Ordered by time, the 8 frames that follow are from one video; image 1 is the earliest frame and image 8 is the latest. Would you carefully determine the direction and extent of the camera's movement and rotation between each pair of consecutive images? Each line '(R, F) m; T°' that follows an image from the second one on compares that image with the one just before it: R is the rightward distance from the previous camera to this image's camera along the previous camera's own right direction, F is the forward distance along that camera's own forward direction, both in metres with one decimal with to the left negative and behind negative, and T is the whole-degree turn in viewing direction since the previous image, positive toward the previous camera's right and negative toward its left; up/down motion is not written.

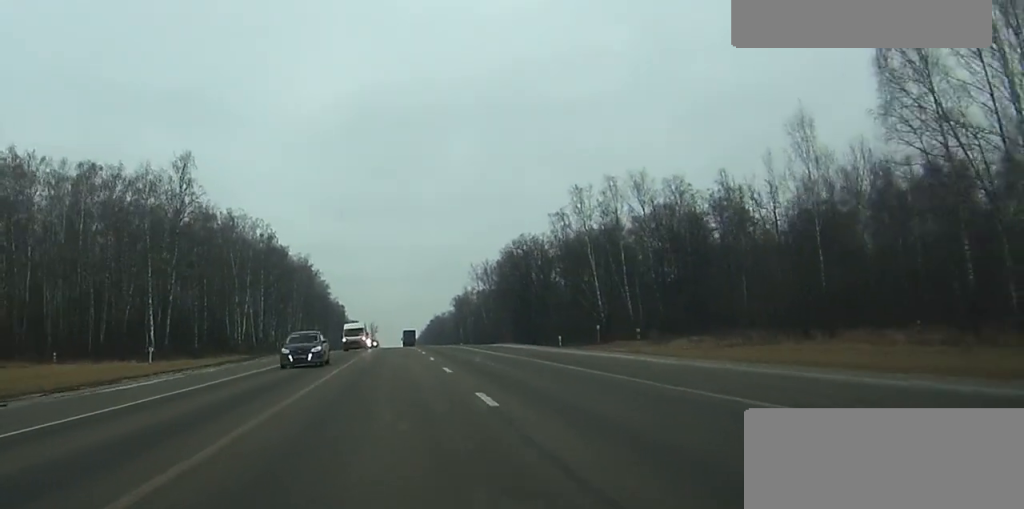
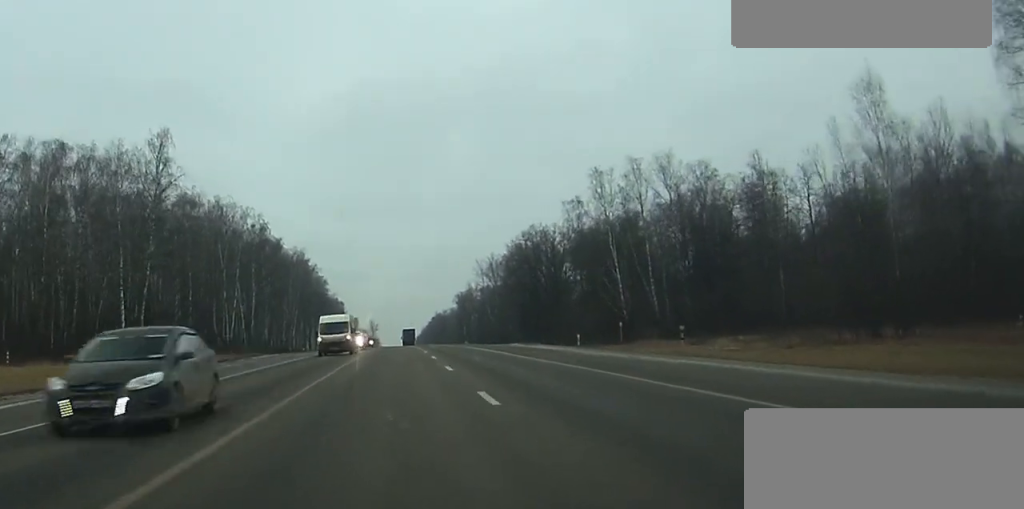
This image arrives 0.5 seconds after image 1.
(0.0, +12.2) m; 0°
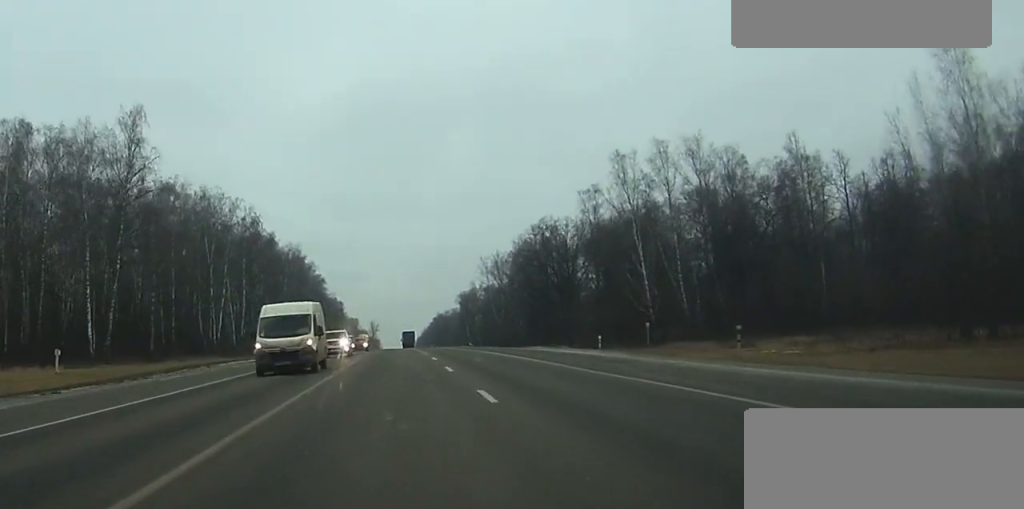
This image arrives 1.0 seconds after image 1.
(0.0, +11.4) m; 0°
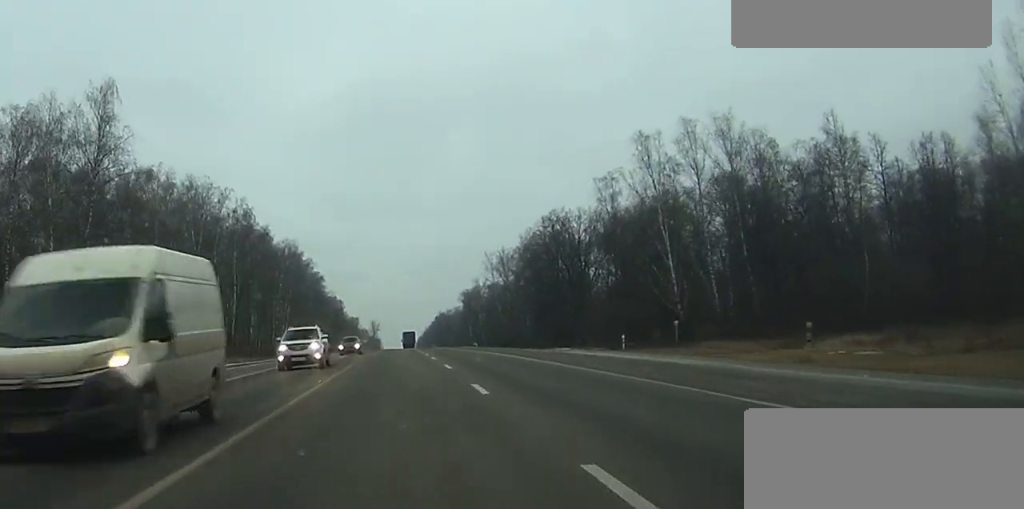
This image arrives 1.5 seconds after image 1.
(0.0, +9.9) m; 0°
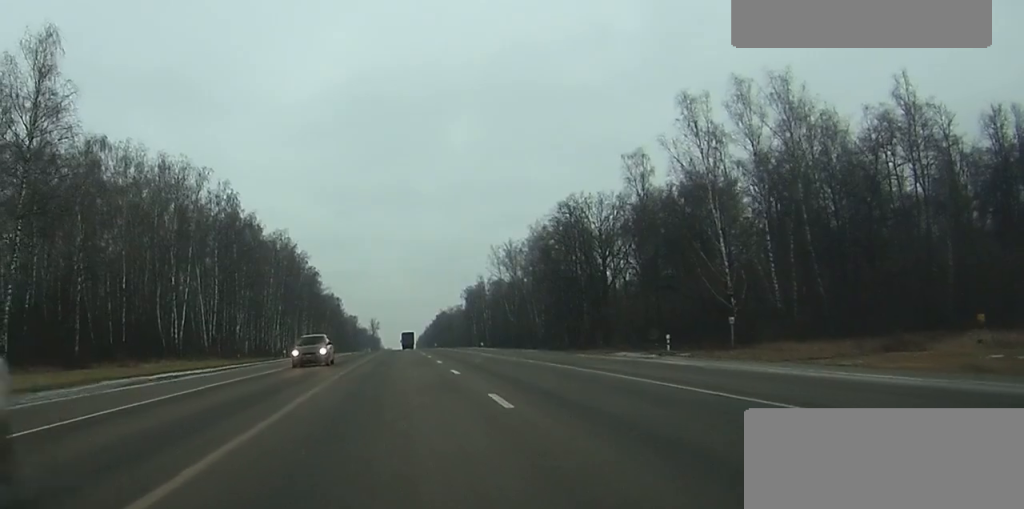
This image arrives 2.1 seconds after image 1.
(0.0, +15.2) m; 0°
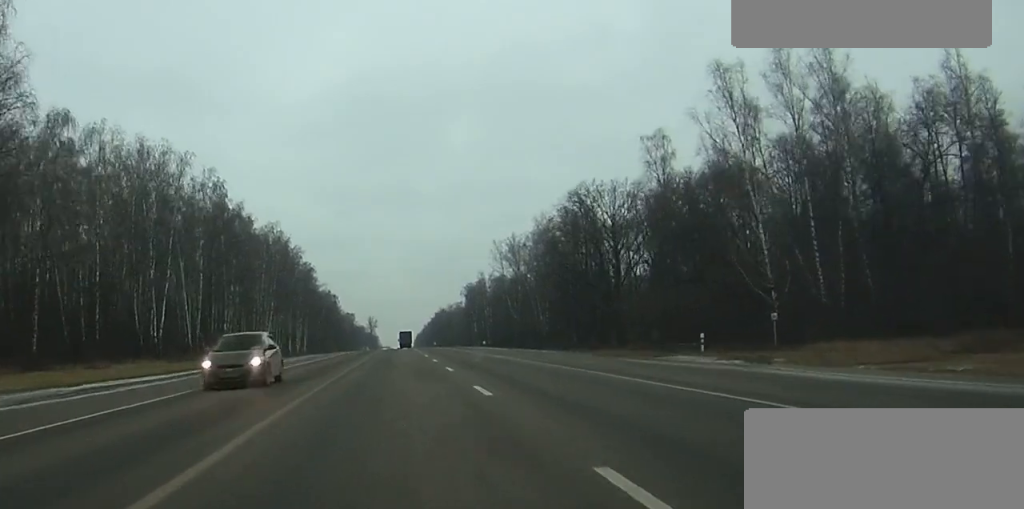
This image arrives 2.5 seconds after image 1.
(0.0, +9.1) m; 0°
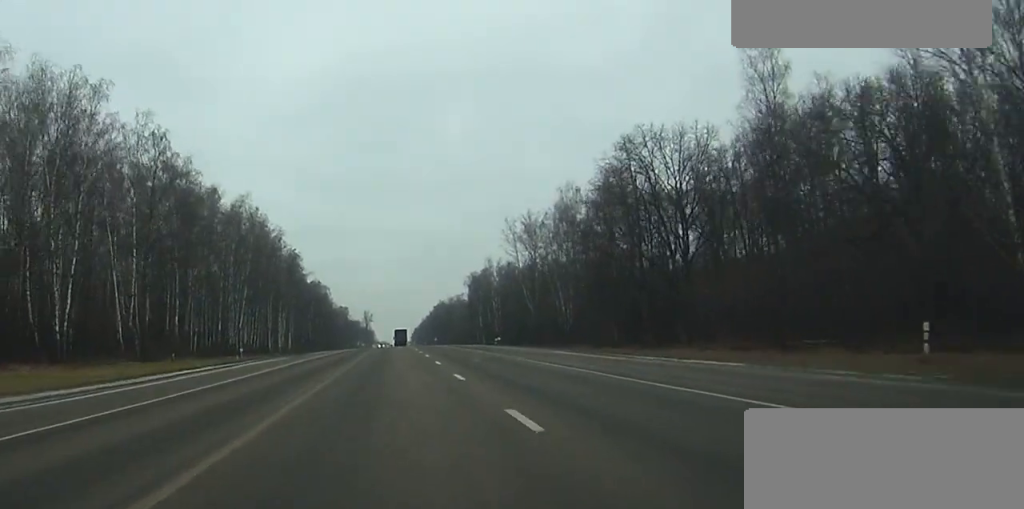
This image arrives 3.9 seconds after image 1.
(+0.1, +30.4) m; 0°
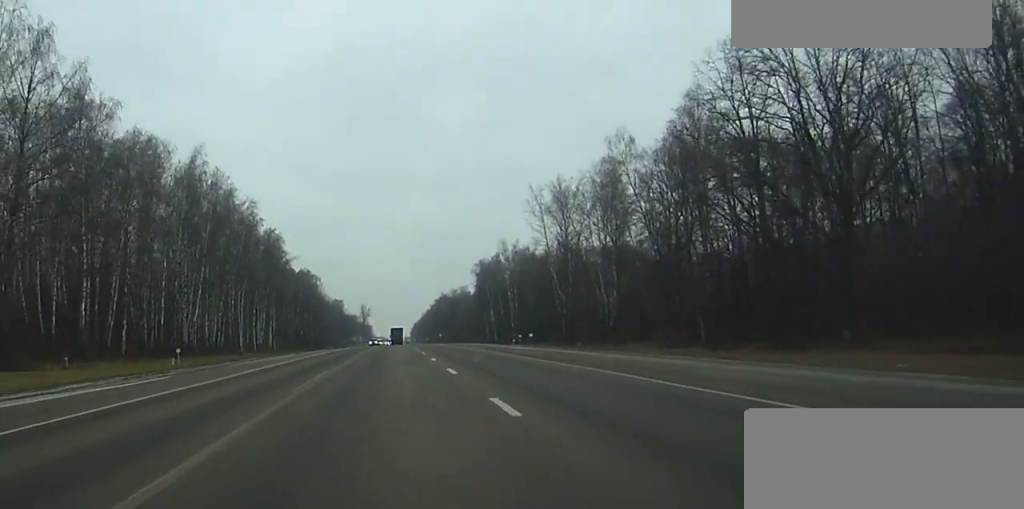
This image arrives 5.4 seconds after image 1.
(-0.1, +34.9) m; 0°
